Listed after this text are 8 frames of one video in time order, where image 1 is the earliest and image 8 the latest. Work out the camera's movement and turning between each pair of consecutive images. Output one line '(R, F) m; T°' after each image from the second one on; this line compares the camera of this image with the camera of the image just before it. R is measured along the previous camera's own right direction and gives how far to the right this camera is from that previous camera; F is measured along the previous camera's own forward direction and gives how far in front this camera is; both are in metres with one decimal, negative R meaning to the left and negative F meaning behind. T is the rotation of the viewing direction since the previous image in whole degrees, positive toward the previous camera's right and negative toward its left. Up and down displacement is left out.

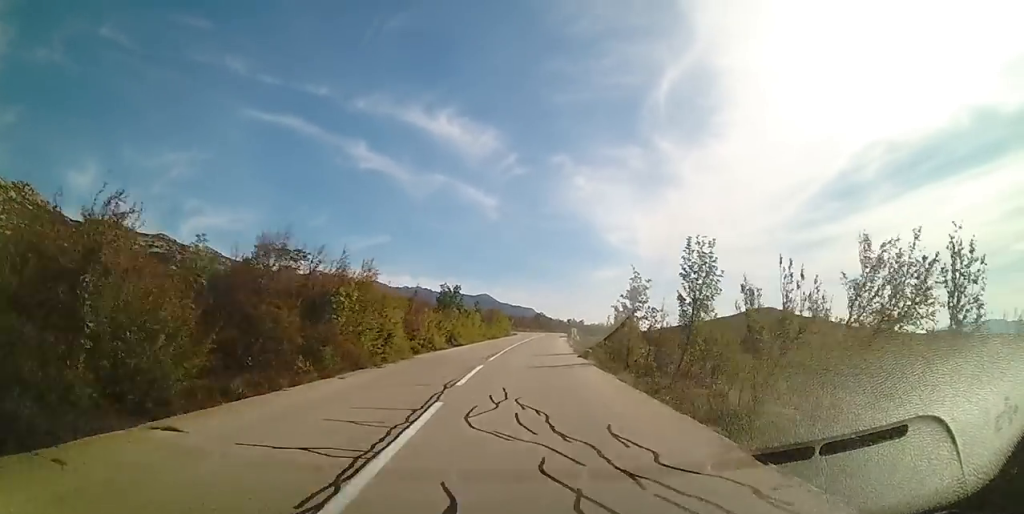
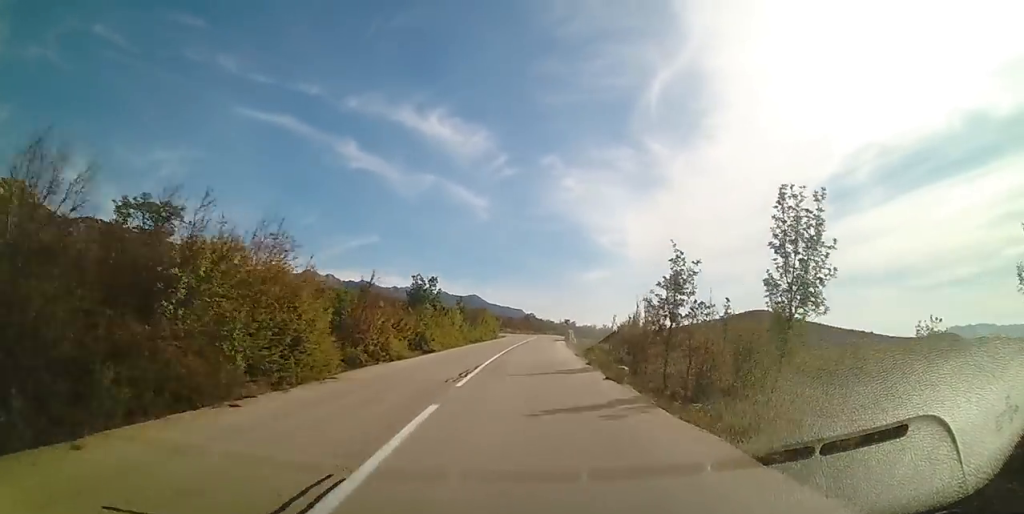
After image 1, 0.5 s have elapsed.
(+0.2, +8.3) m; +1°
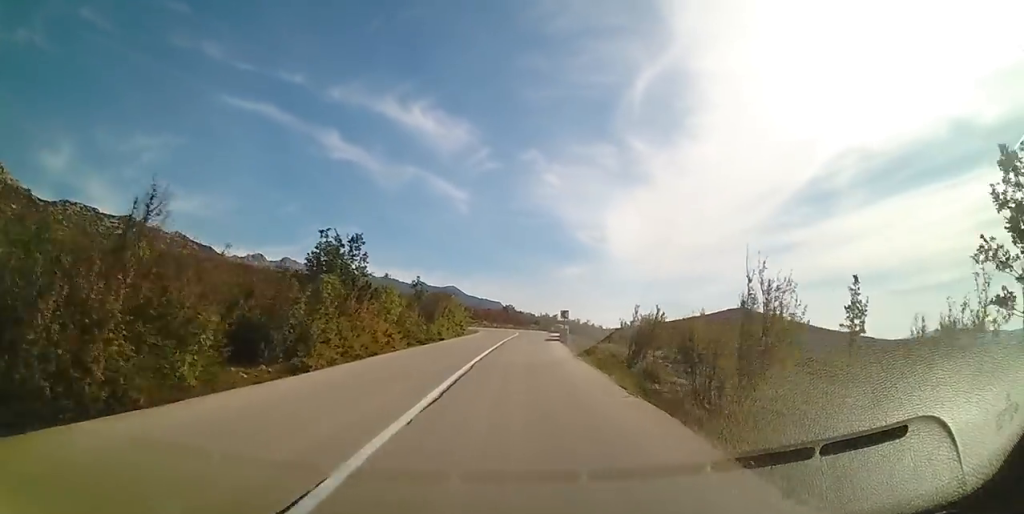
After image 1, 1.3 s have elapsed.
(+0.1, +14.6) m; +1°
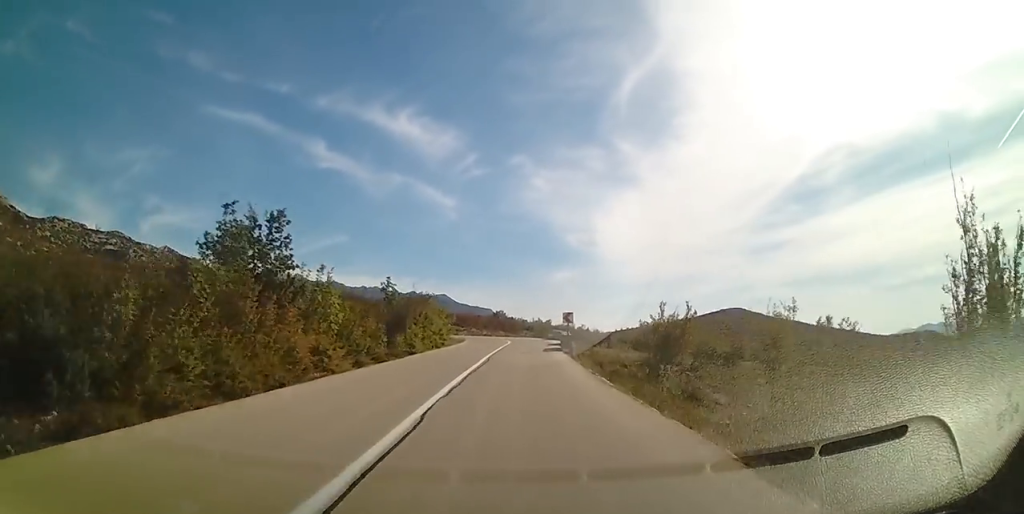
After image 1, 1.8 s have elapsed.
(0.0, +7.0) m; 0°
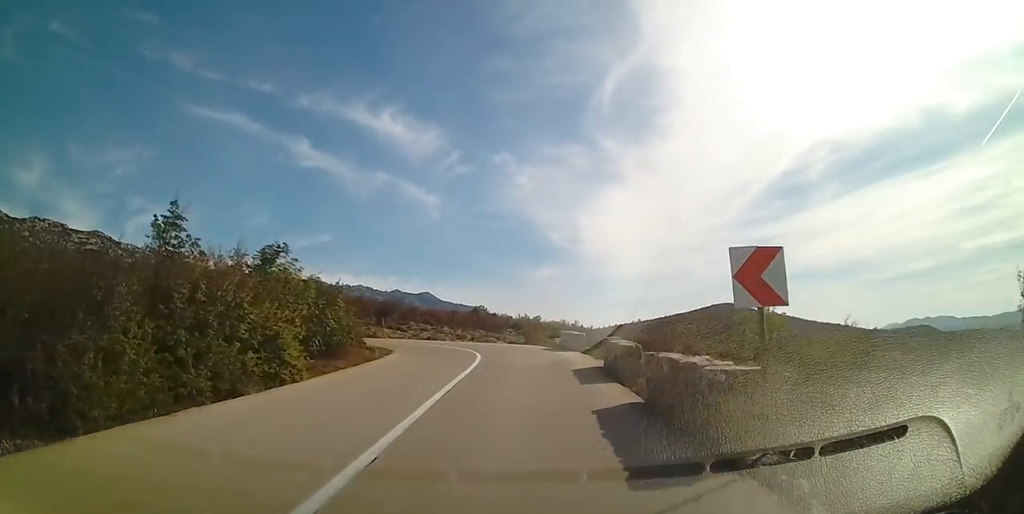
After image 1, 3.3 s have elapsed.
(+0.3, +21.4) m; +2°
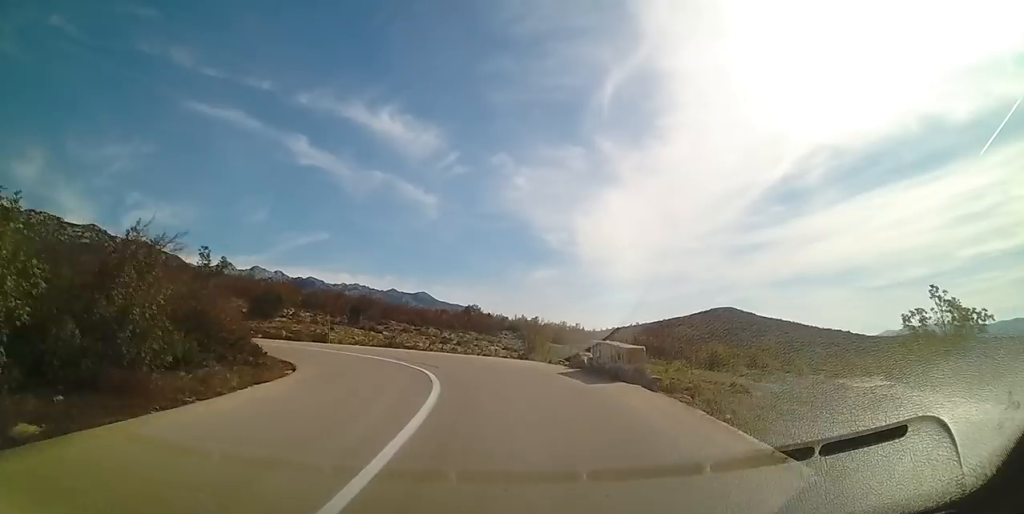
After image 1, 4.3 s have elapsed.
(+0.1, +10.6) m; +3°
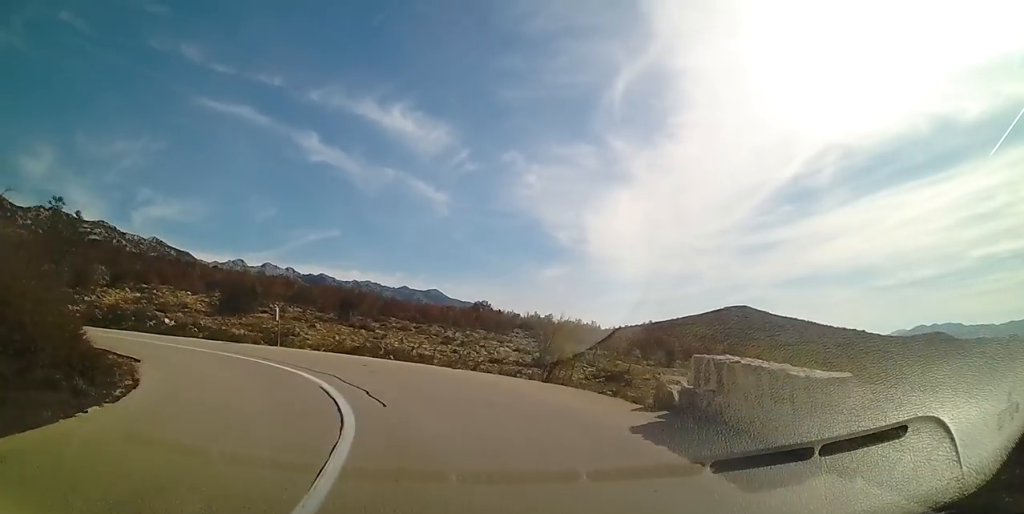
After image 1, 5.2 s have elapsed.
(+0.3, +7.4) m; 0°
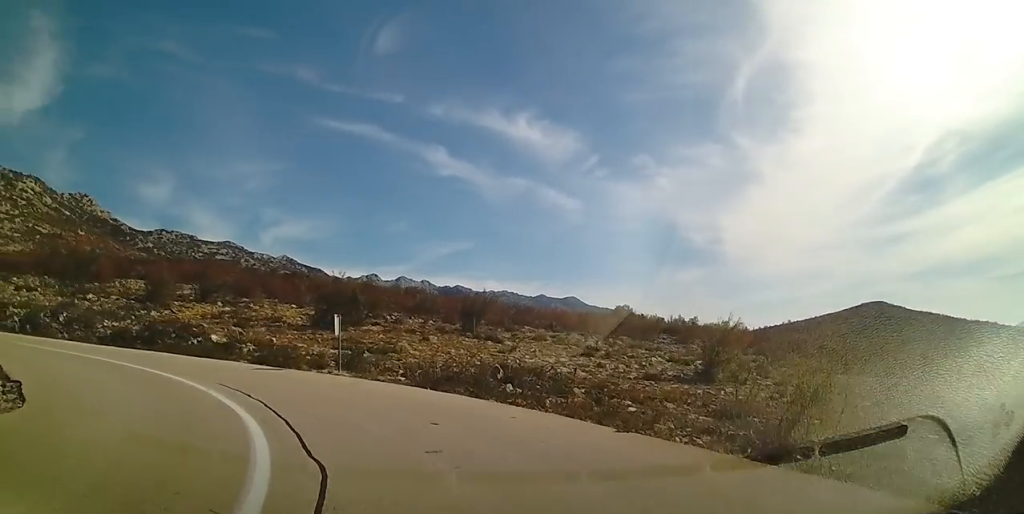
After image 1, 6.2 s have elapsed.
(-0.3, +7.7) m; -16°
